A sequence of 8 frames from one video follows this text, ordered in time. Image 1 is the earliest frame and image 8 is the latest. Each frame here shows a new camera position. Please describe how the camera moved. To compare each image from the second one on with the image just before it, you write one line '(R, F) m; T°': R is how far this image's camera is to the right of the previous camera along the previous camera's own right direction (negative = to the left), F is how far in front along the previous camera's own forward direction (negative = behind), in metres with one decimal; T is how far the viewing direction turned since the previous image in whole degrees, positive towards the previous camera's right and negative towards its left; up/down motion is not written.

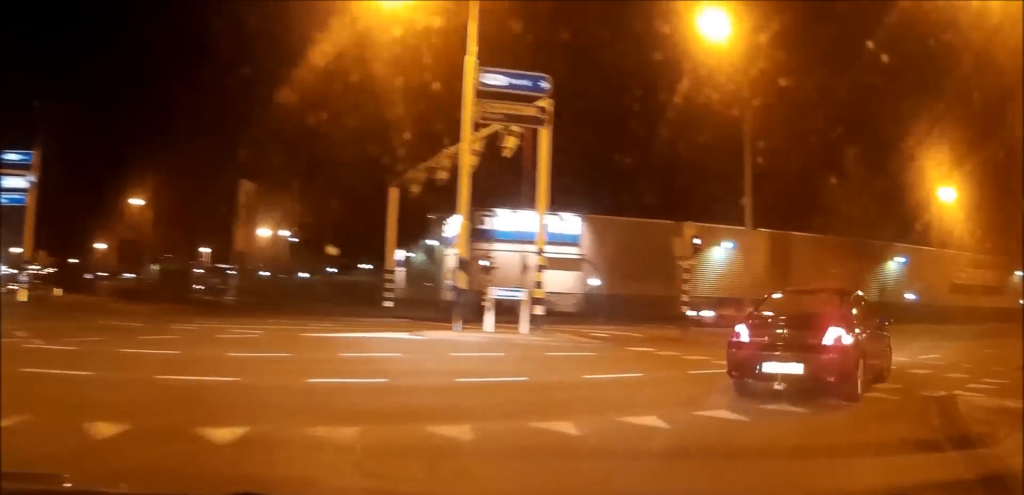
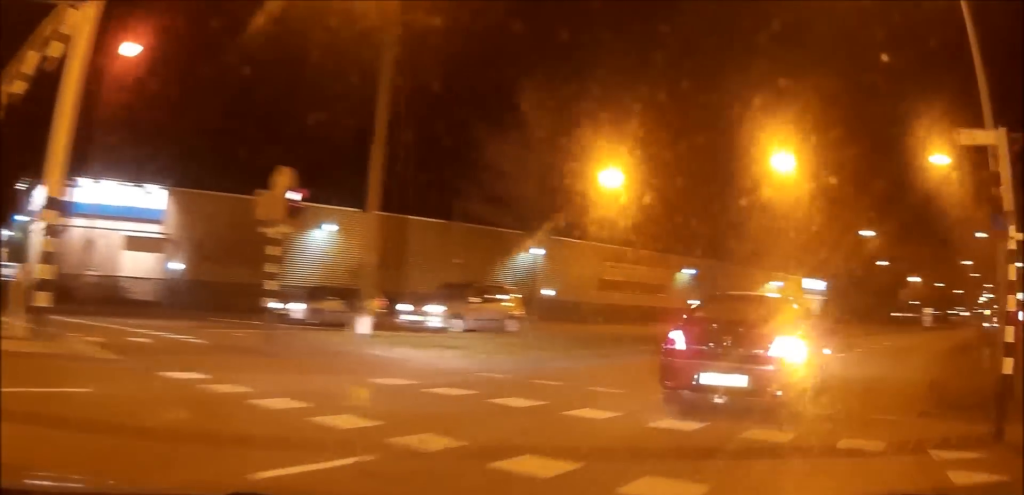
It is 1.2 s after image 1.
(+1.0, +8.1) m; +27°
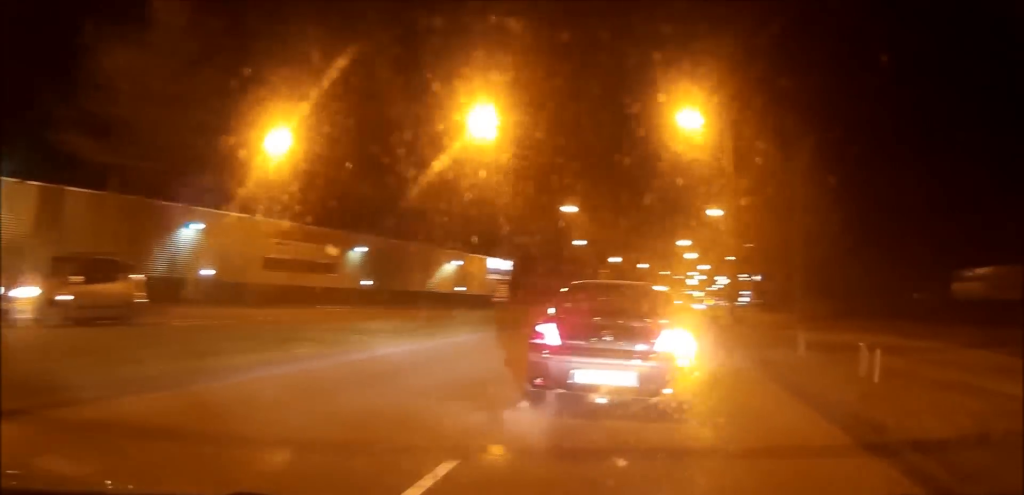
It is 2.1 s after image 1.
(+1.9, +6.2) m; +23°
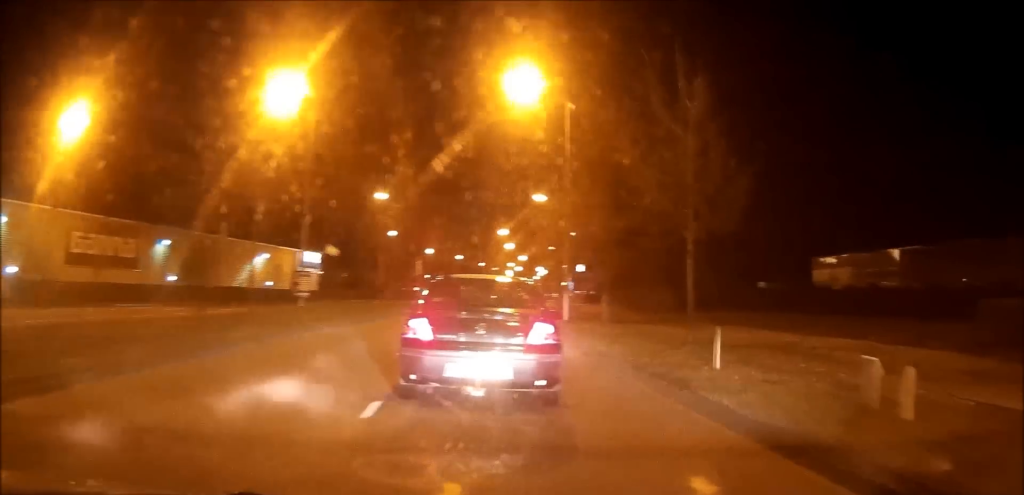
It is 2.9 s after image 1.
(+0.4, +5.3) m; +8°
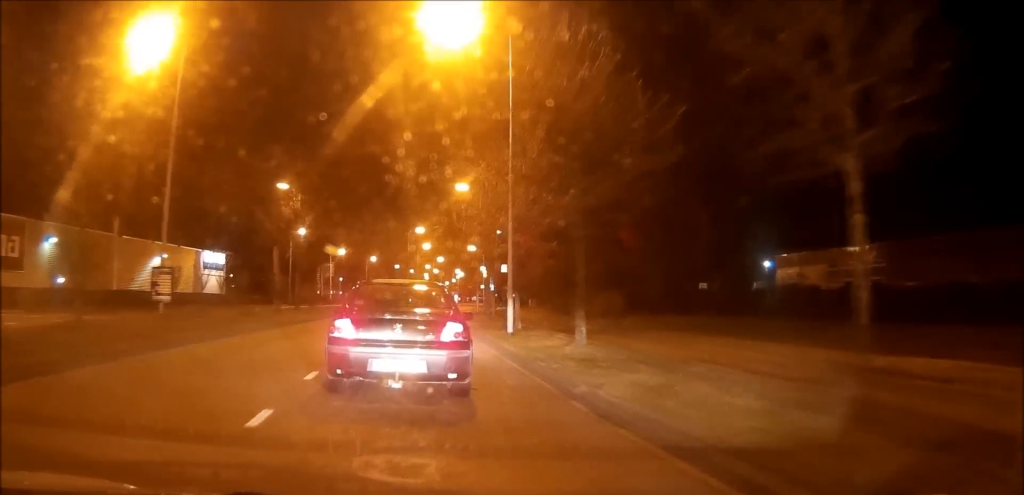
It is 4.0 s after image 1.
(+0.7, +9.5) m; +4°
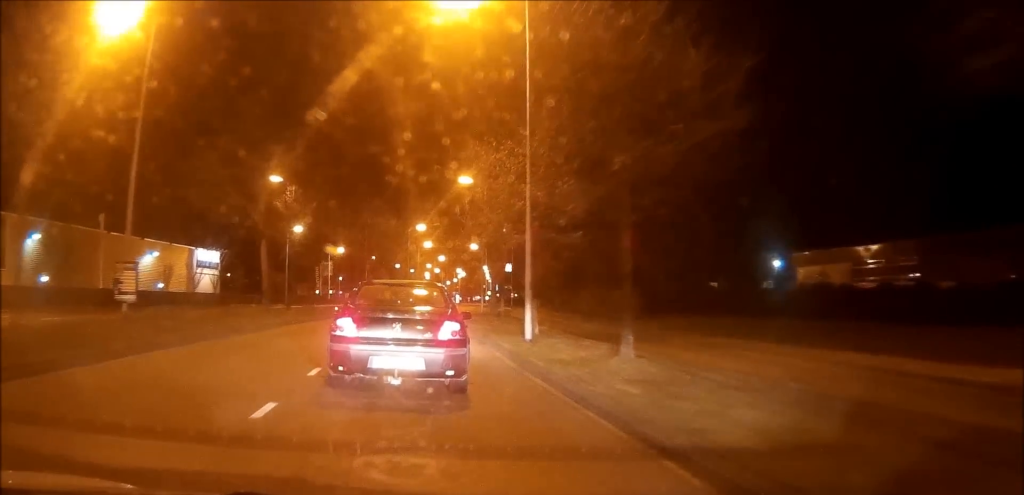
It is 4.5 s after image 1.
(-0.1, +4.0) m; 0°
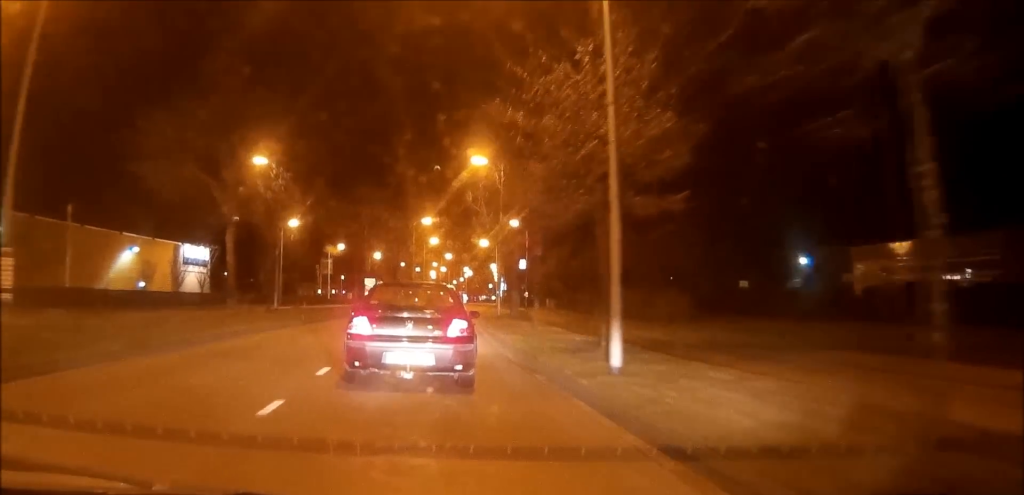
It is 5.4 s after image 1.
(-0.1, +8.8) m; 0°
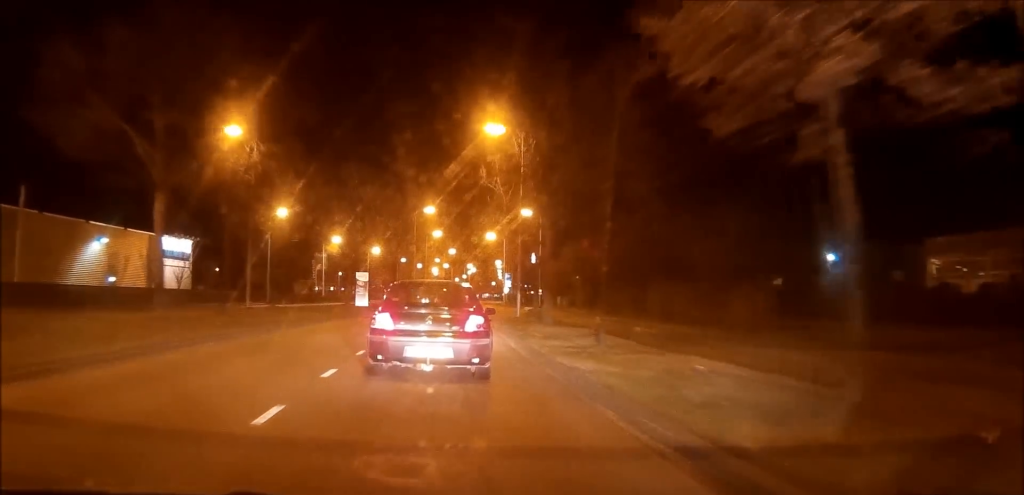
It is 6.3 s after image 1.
(0.0, +9.5) m; 0°
